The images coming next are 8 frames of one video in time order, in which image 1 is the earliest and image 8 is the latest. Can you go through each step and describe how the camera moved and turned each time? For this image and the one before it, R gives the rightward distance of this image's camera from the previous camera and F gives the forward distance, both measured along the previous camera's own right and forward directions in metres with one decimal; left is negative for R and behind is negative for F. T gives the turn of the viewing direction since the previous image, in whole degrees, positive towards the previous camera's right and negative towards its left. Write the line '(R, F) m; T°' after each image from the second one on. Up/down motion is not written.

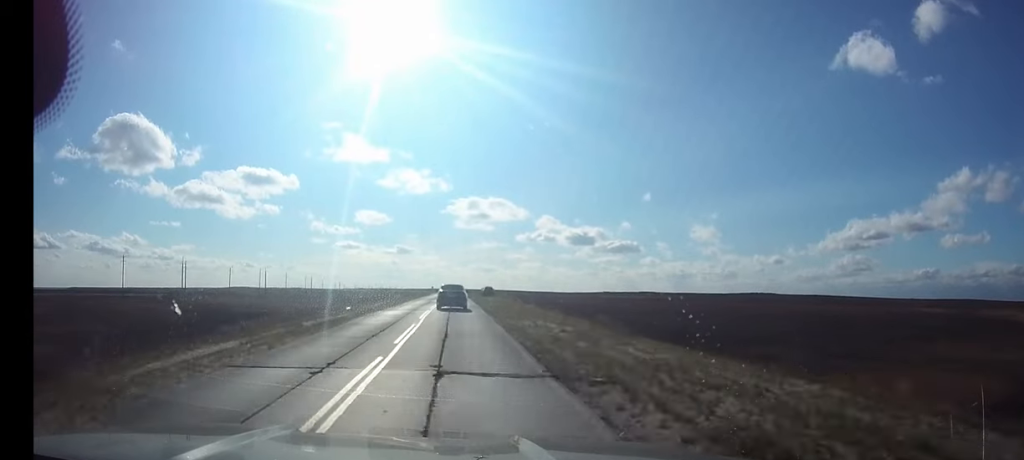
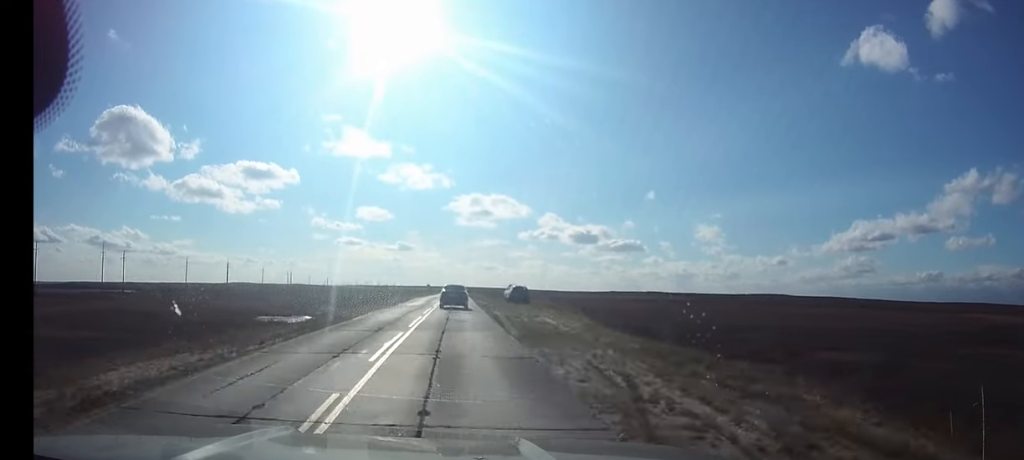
(-0.1, +47.3) m; 0°
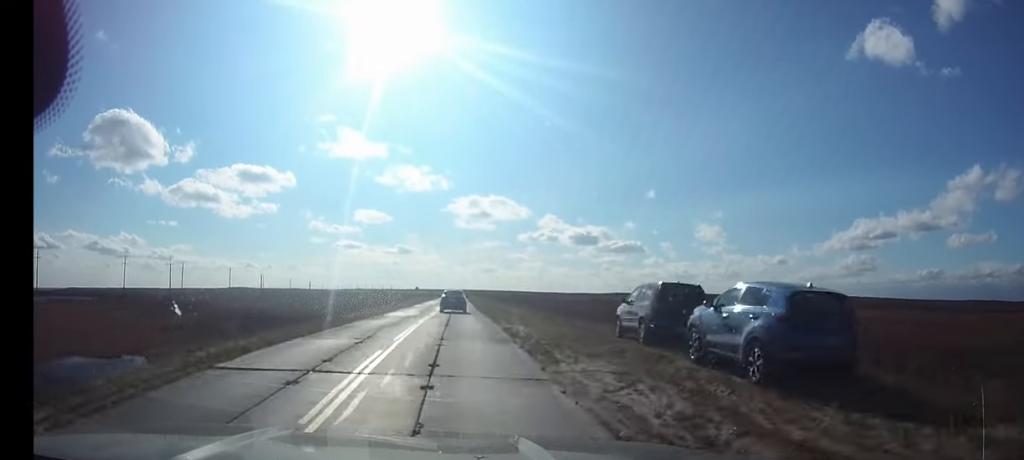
(0.0, +41.2) m; 0°
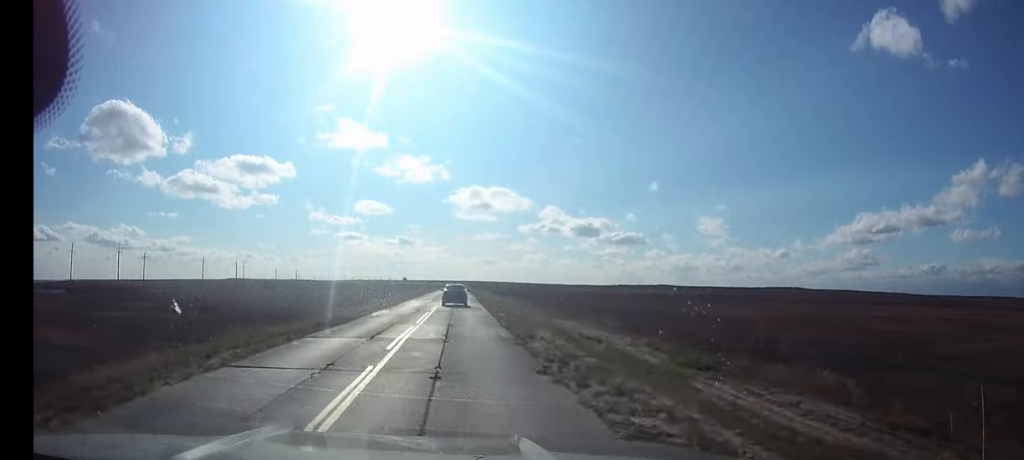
(0.0, +27.4) m; 0°
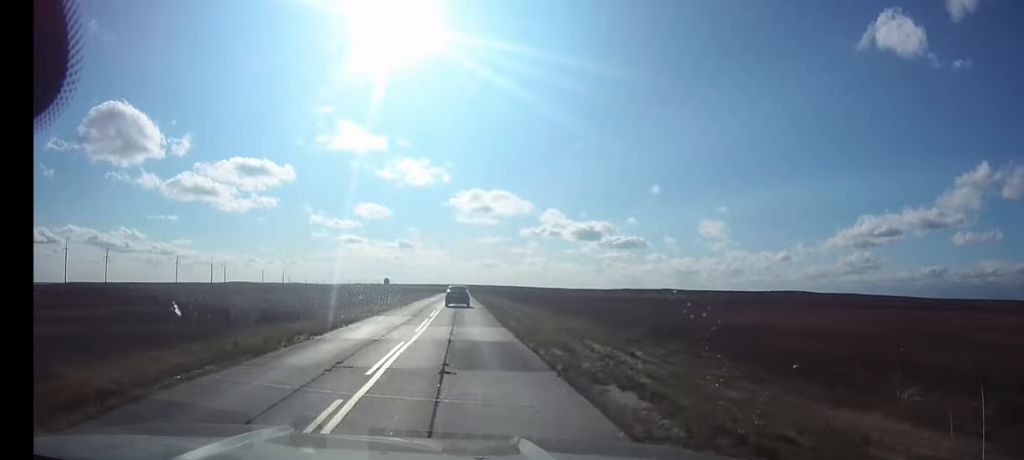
(0.0, +23.3) m; 0°
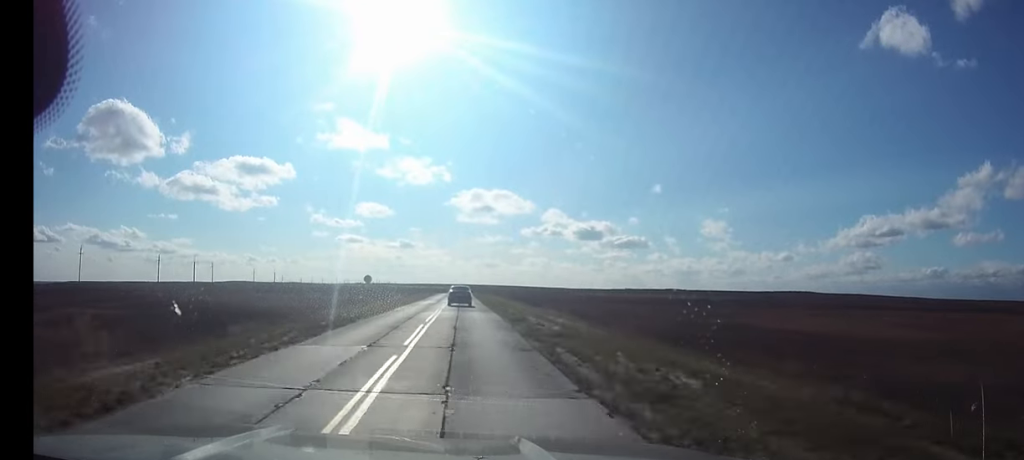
(0.0, +14.9) m; 0°
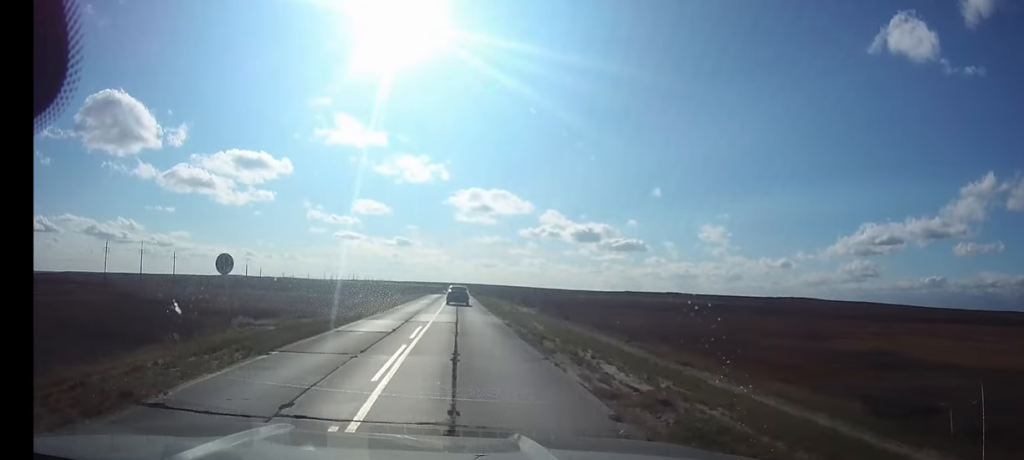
(0.0, +33.3) m; 0°
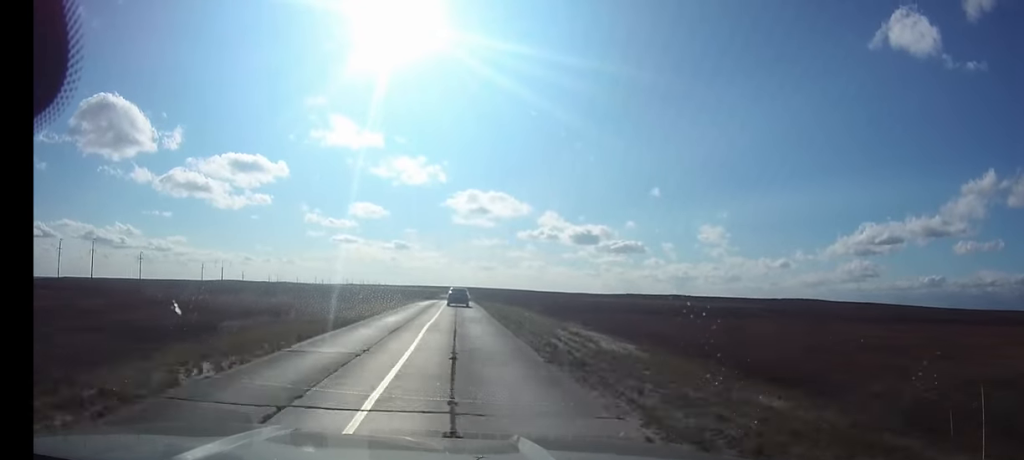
(+0.1, +24.9) m; 0°
